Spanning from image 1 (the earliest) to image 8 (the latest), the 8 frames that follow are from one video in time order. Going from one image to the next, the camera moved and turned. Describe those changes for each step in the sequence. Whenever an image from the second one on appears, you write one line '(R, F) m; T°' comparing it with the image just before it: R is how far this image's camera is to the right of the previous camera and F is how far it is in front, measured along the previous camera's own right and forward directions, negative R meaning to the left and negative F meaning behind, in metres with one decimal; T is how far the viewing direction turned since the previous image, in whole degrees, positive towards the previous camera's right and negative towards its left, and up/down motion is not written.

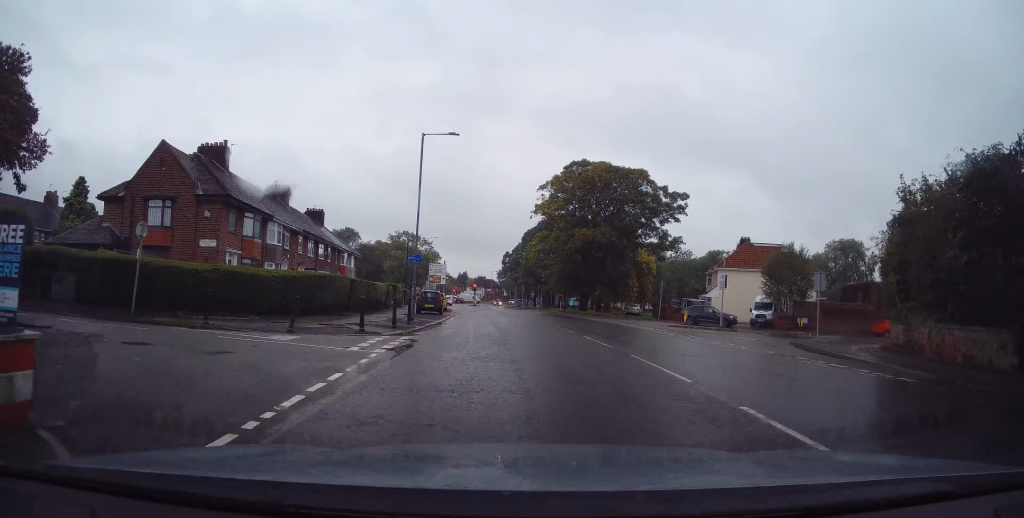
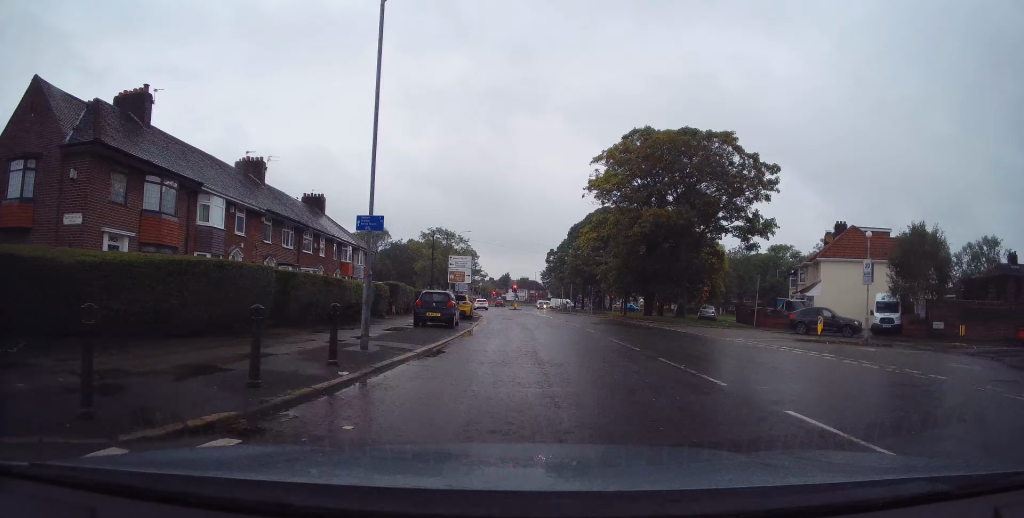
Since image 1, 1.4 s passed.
(-0.5, +11.5) m; -5°
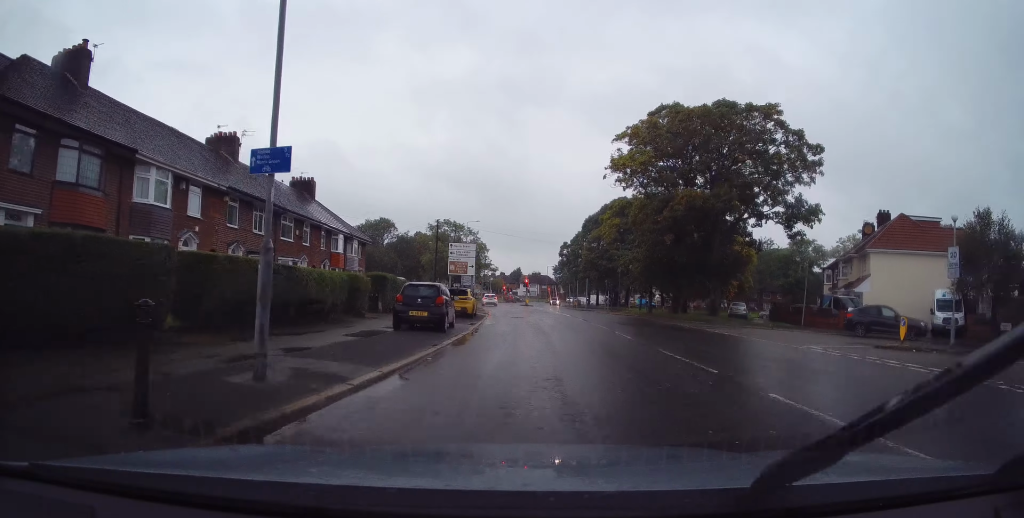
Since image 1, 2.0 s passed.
(-0.1, +4.9) m; -1°
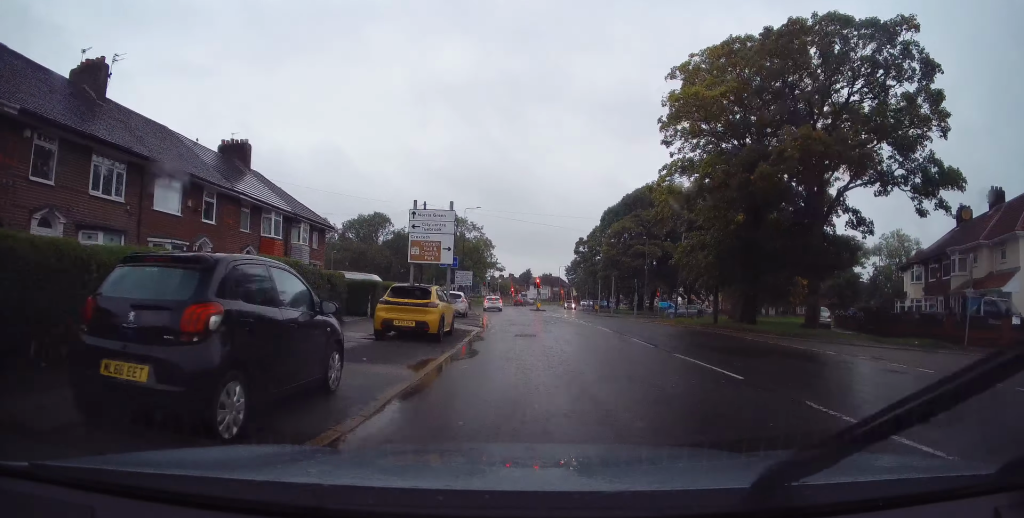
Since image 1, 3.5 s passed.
(0.0, +12.5) m; -3°
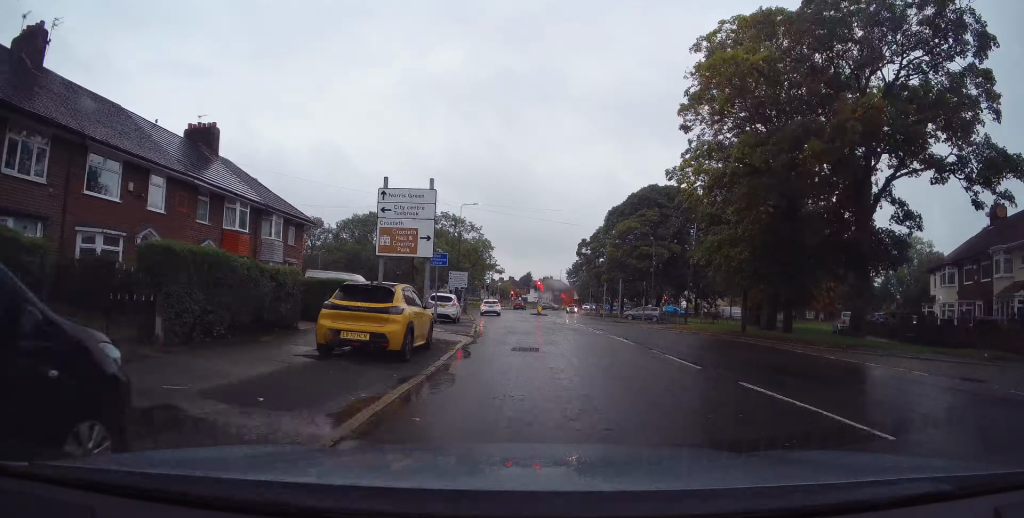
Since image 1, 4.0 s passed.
(-0.1, +3.8) m; -2°
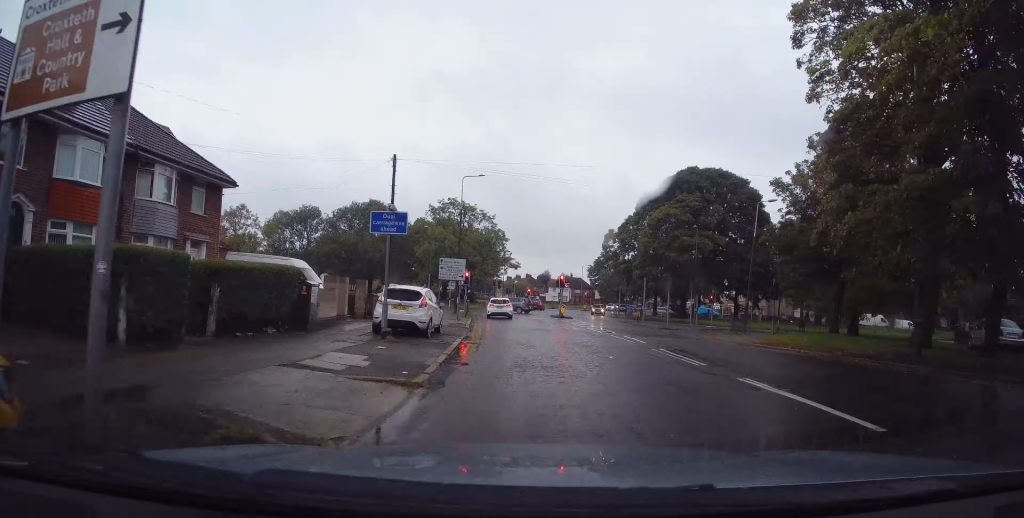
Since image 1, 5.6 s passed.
(-0.4, +11.0) m; -1°
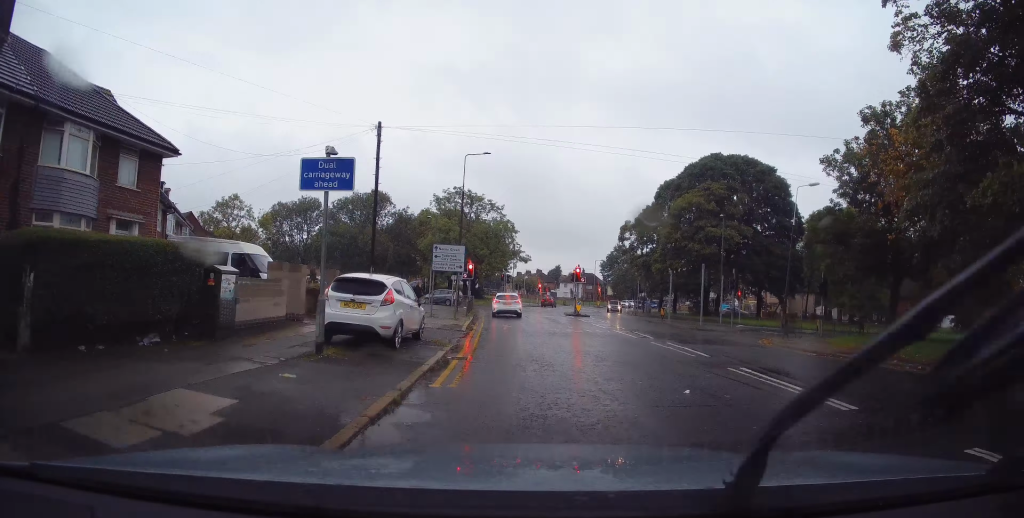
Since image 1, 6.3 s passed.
(+0.1, +4.8) m; +2°
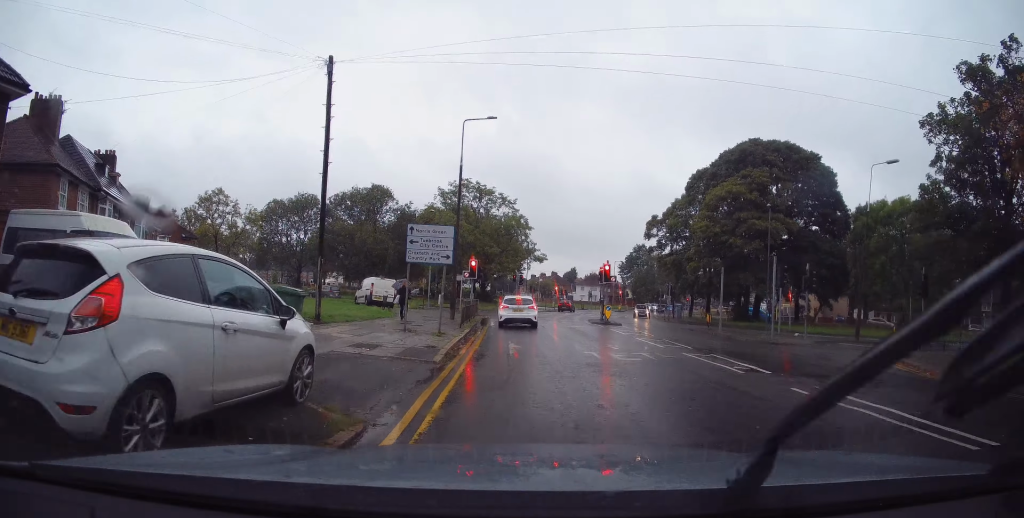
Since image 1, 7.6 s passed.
(+0.3, +7.8) m; -2°
